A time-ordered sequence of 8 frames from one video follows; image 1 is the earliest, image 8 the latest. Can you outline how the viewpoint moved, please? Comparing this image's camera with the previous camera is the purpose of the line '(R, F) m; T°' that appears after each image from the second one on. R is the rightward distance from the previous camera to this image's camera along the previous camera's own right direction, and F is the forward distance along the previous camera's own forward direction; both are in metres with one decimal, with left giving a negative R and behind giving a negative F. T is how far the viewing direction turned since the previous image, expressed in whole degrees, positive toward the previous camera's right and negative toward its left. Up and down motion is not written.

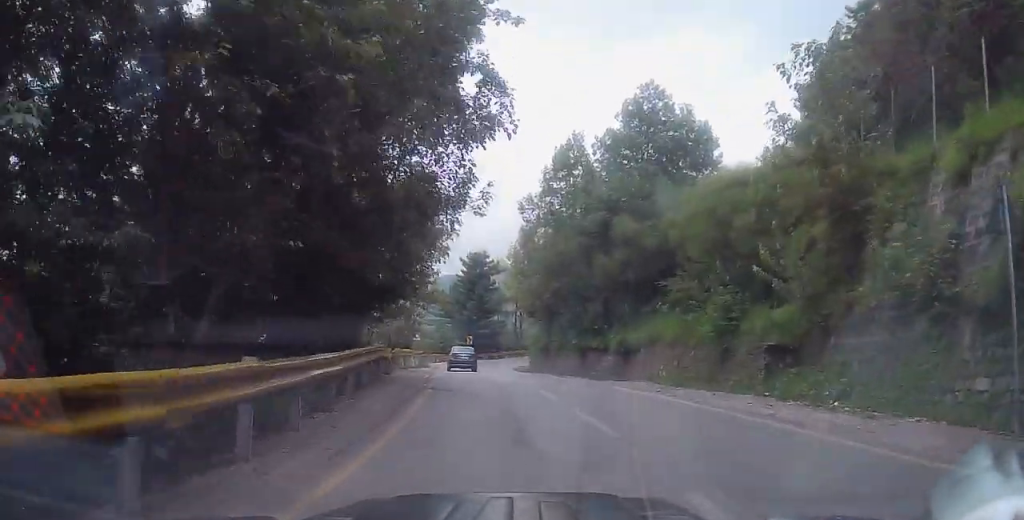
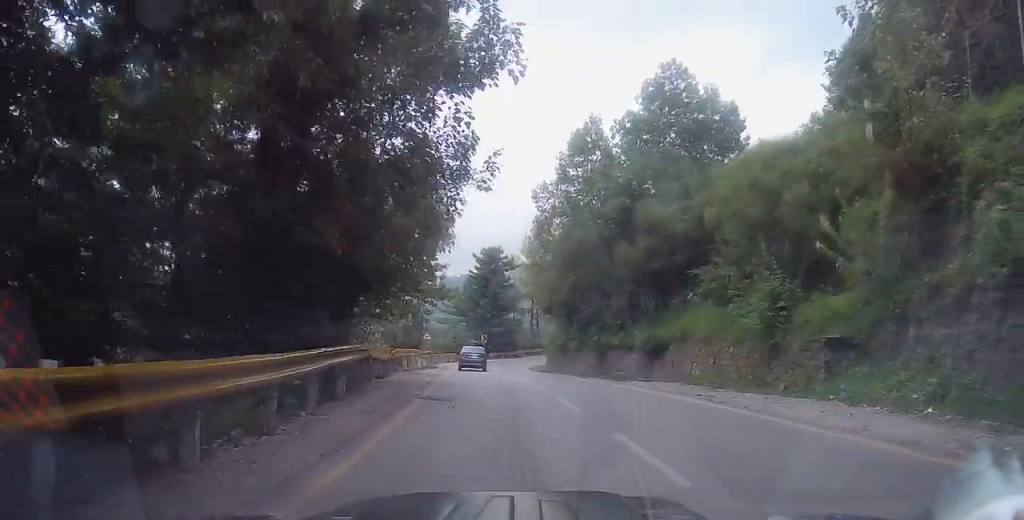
(-0.1, +3.1) m; -2°
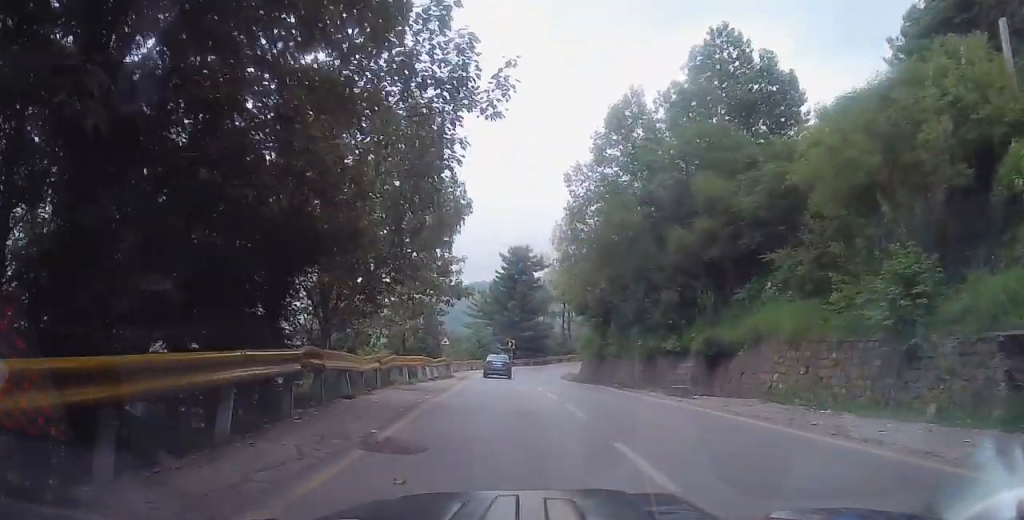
(-0.1, +5.7) m; -1°
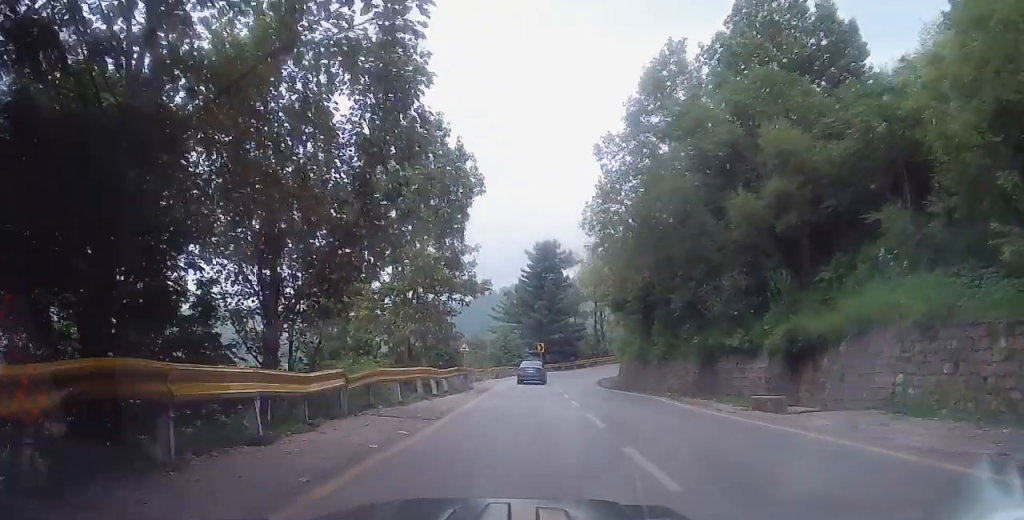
(0.0, +5.6) m; -1°
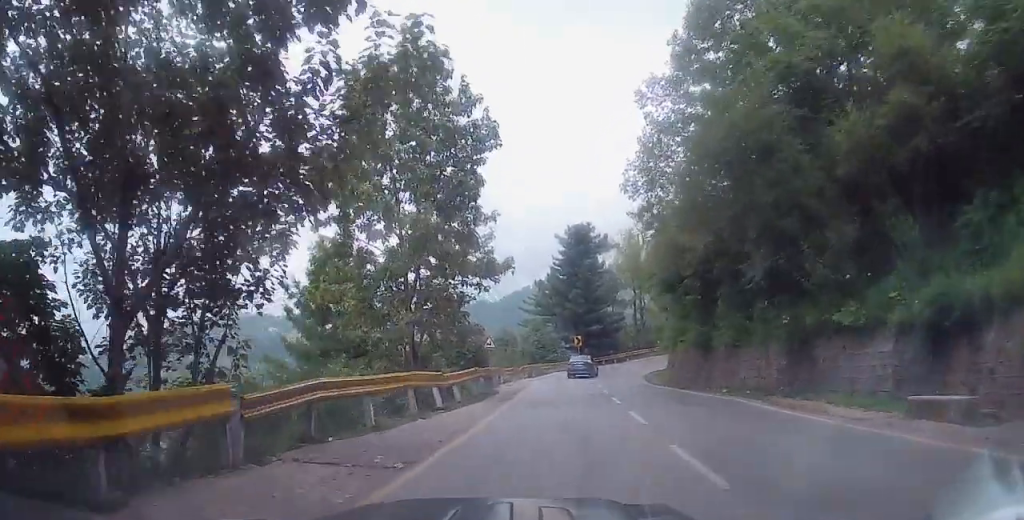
(-0.1, +6.1) m; -2°
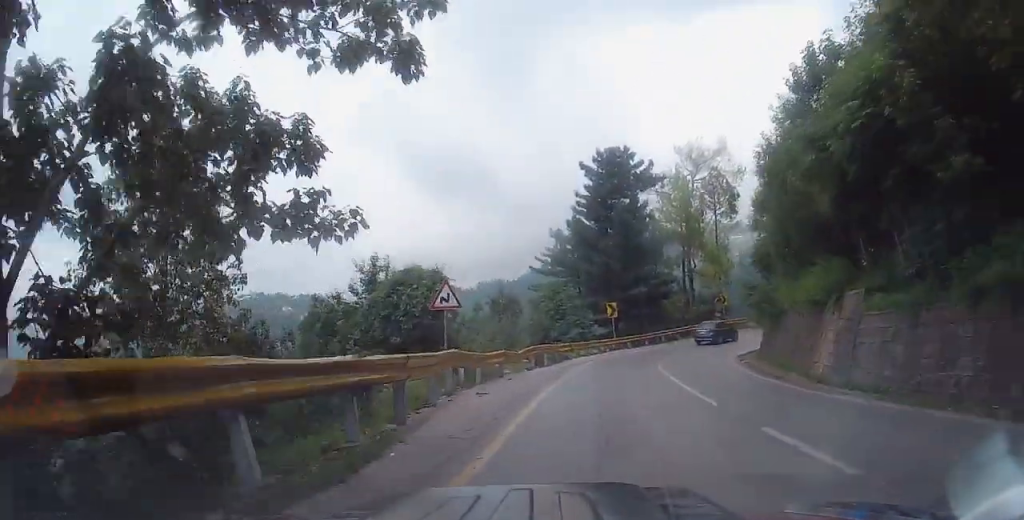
(-1.0, +18.9) m; -2°
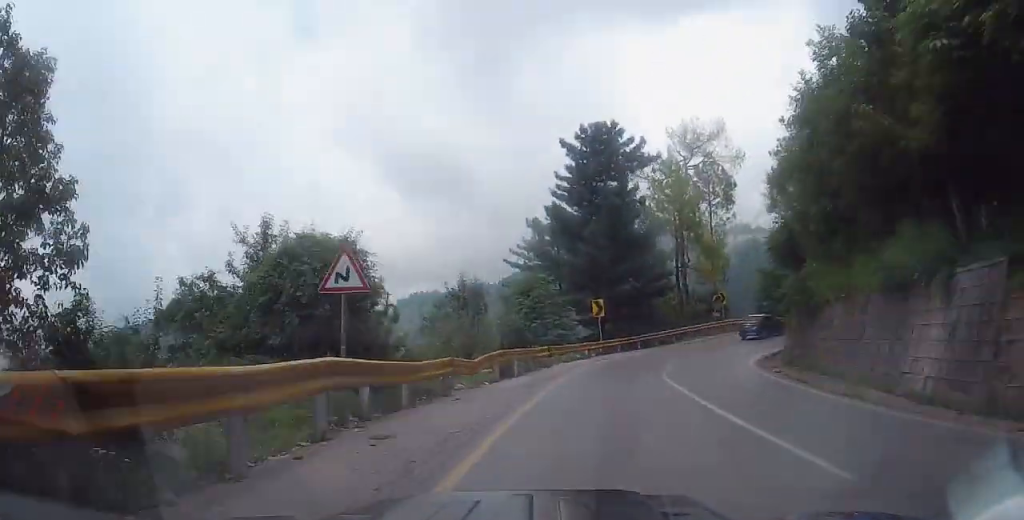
(+0.1, +6.1) m; +3°
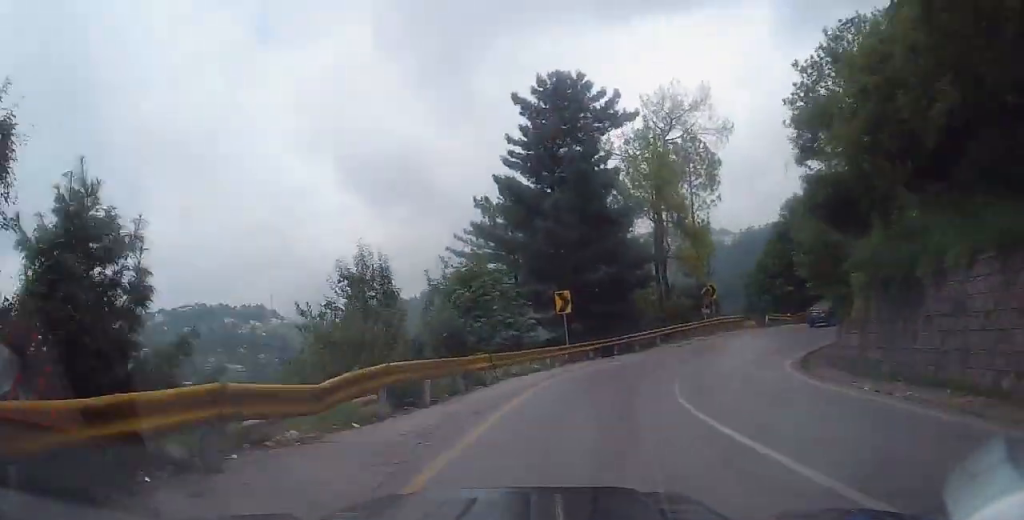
(+0.3, +8.5) m; +4°
